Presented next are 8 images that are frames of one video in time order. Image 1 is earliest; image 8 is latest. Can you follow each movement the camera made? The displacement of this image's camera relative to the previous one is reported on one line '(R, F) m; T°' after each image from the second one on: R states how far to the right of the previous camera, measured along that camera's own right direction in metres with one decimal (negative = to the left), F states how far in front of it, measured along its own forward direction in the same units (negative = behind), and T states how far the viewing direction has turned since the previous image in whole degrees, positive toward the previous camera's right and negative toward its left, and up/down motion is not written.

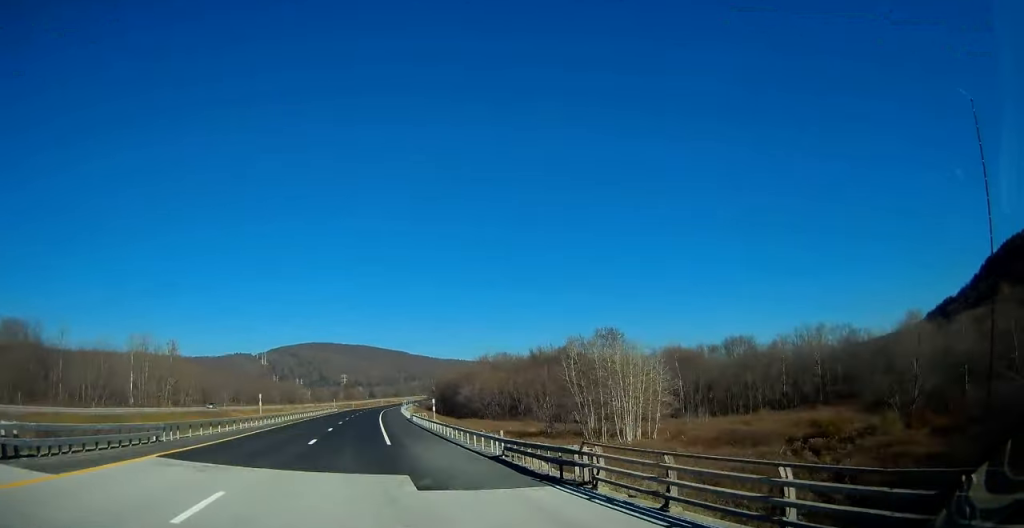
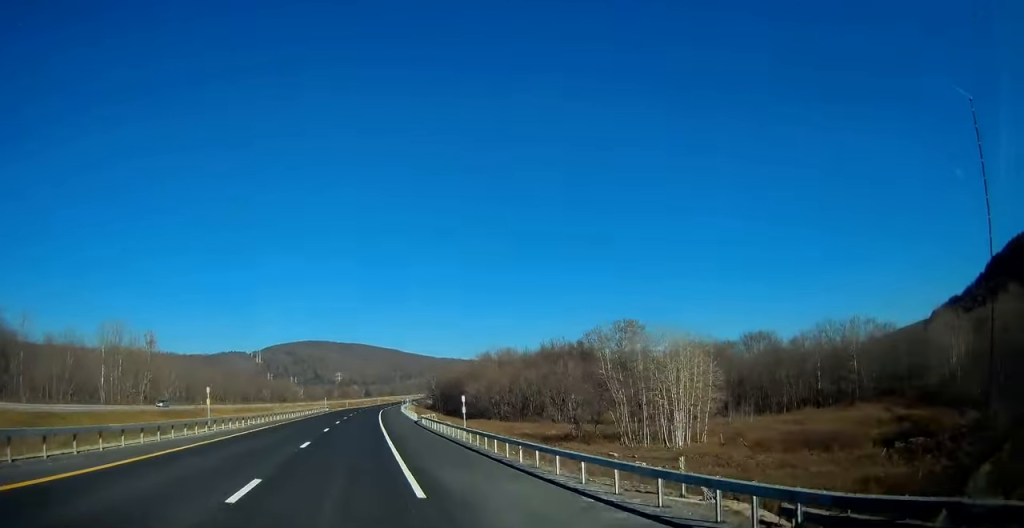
(-0.1, +15.4) m; +1°
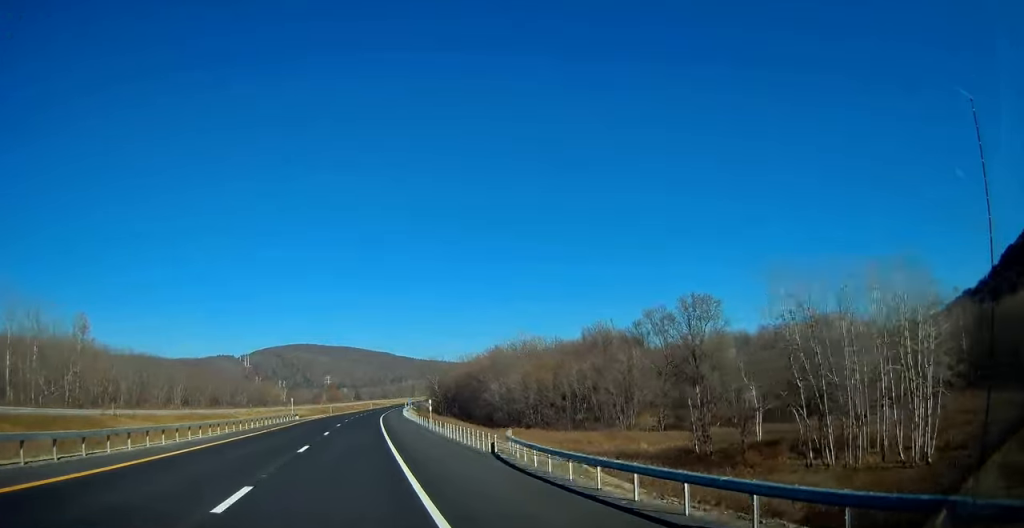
(+0.8, +37.6) m; +1°
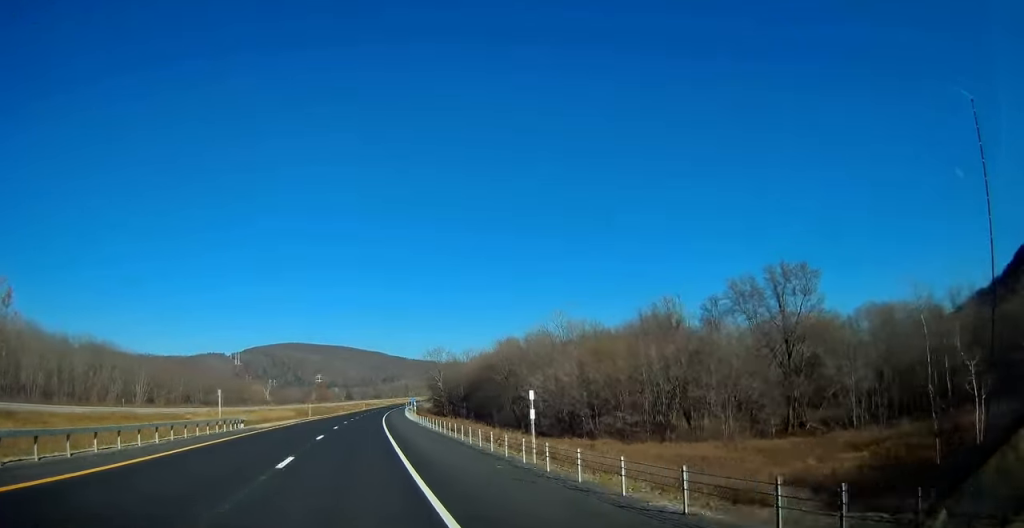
(-0.2, +30.3) m; +1°
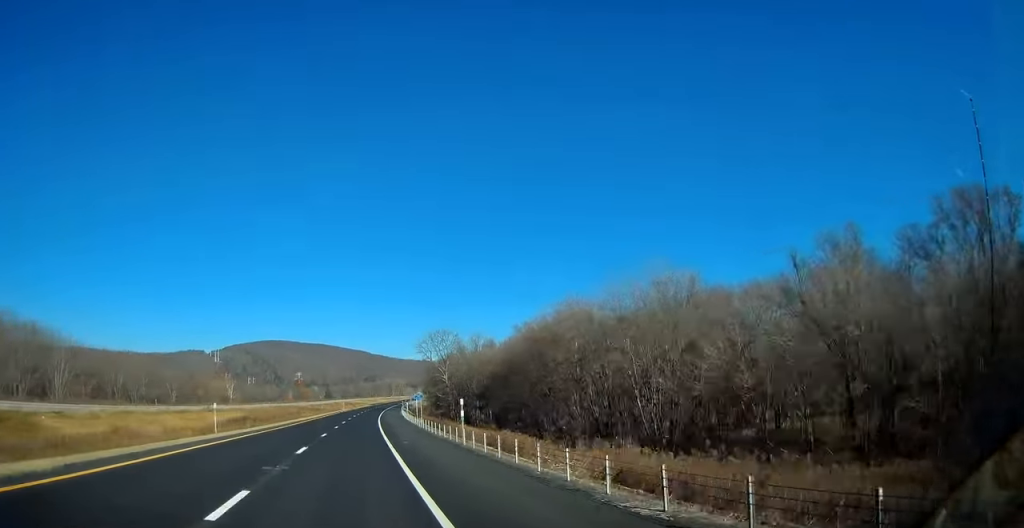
(+0.9, +43.4) m; +1°
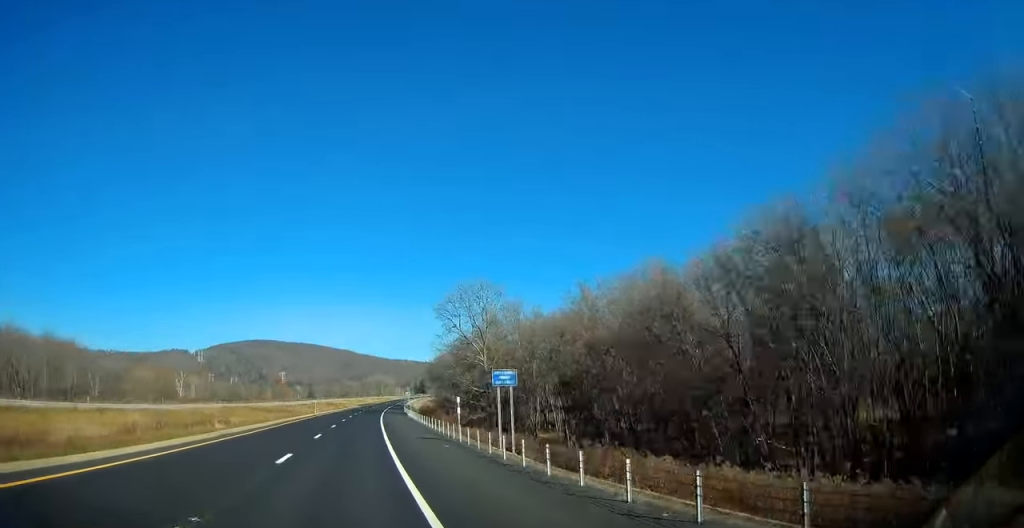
(+0.7, +52.6) m; +2°
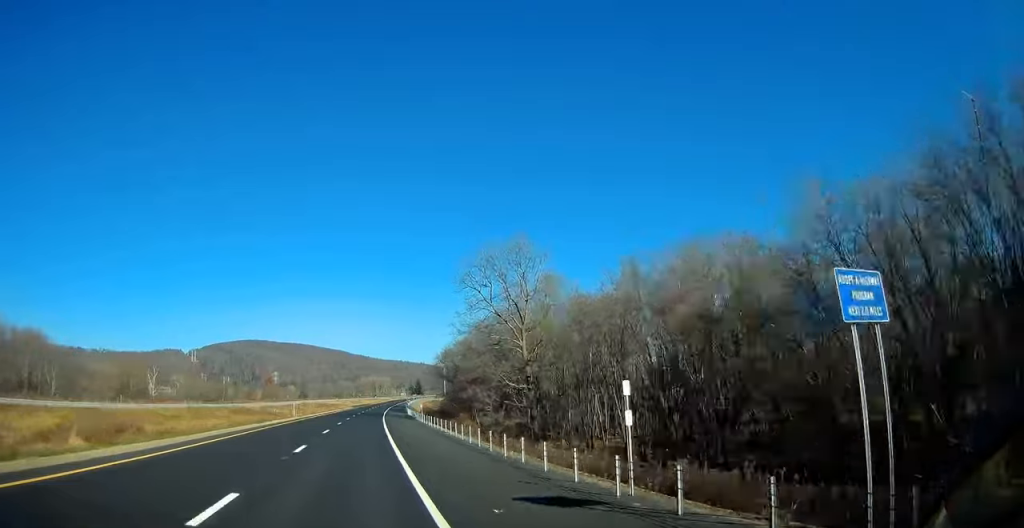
(+0.2, +21.2) m; +1°
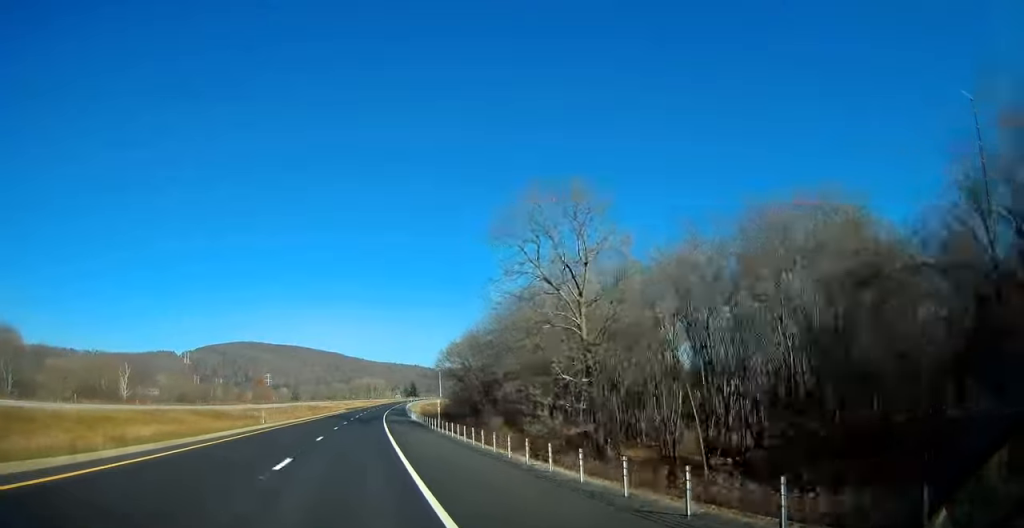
(0.0, +17.1) m; 0°
